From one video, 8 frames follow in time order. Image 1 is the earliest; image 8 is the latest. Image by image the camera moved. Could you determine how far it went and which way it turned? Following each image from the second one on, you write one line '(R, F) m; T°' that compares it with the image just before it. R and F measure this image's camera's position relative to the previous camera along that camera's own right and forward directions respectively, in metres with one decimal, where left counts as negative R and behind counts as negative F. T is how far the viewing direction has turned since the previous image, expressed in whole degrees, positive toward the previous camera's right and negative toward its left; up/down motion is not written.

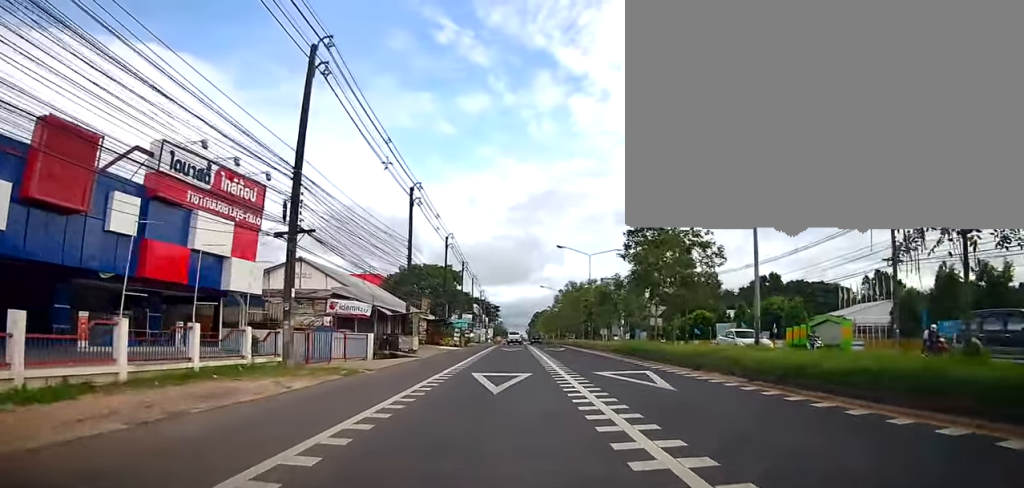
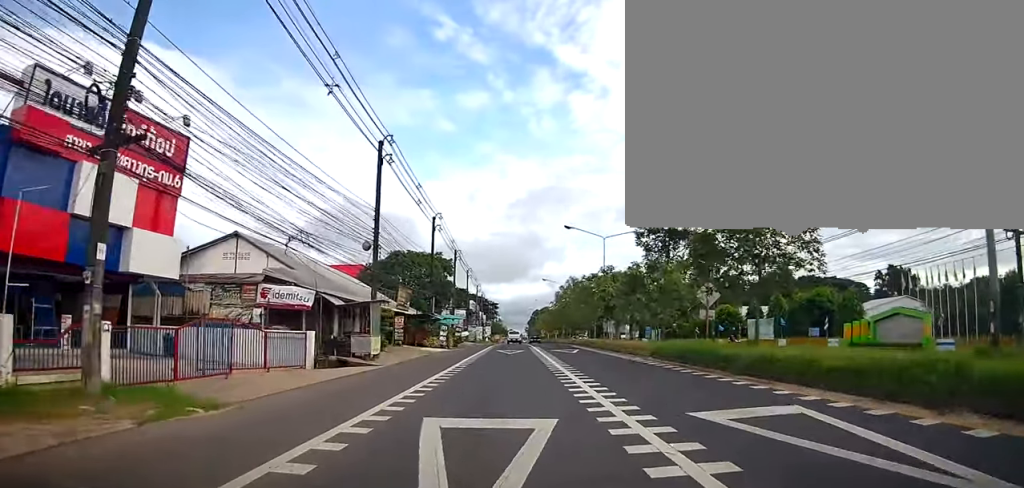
(0.0, +9.5) m; 0°
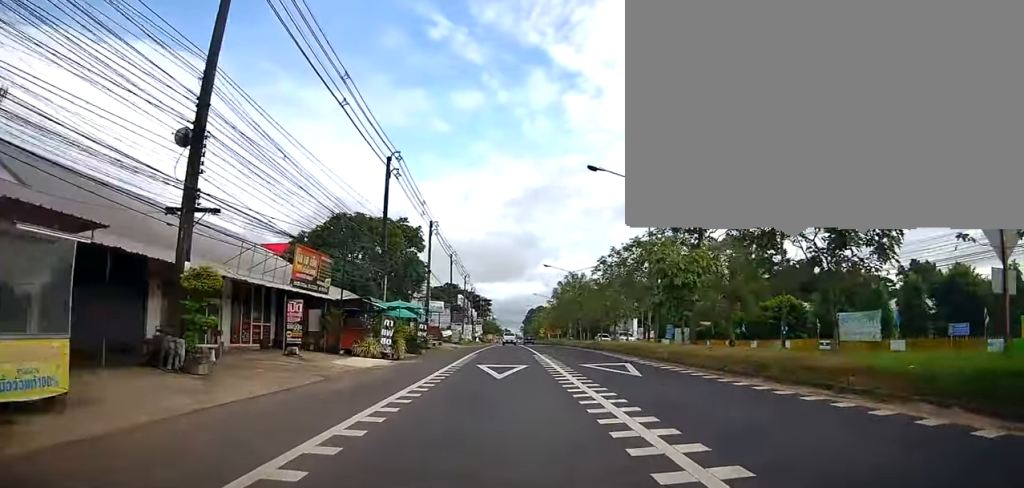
(0.0, +17.3) m; 0°
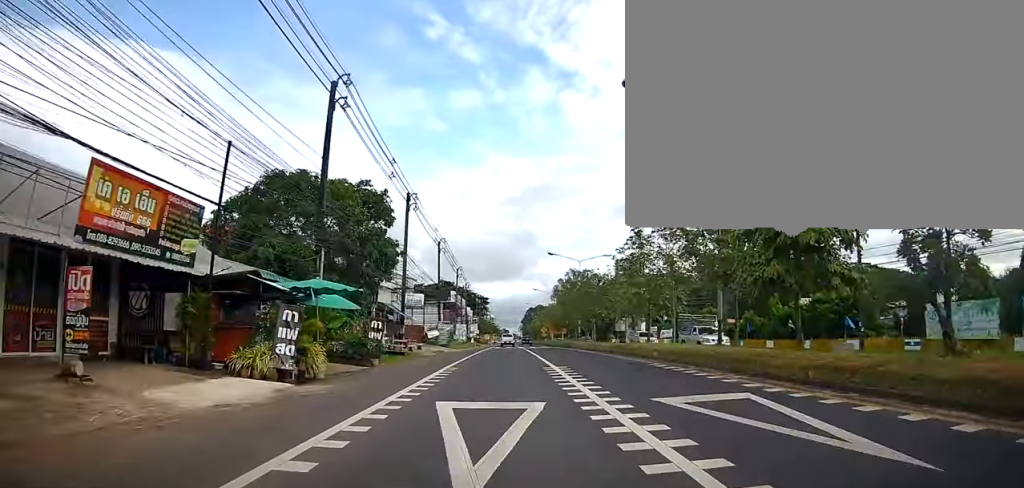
(0.0, +10.7) m; 0°
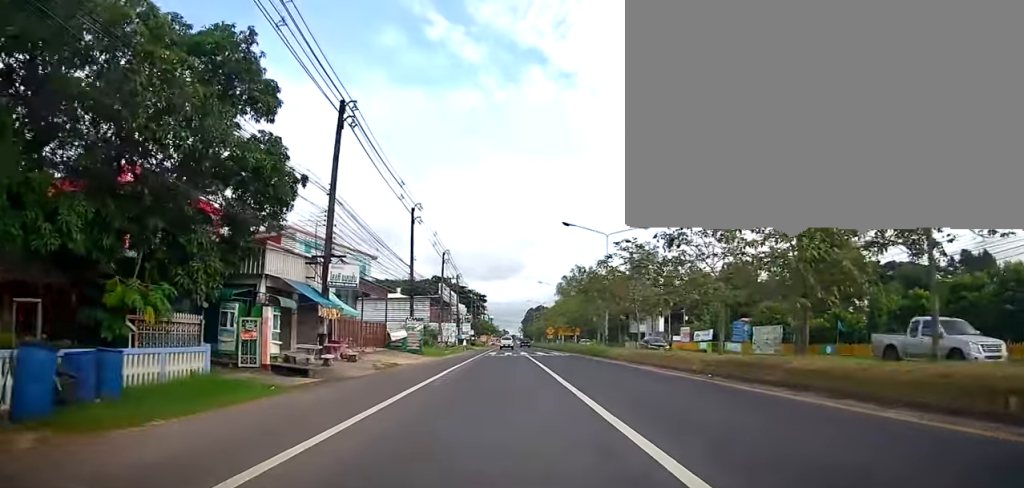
(0.0, +17.1) m; -1°
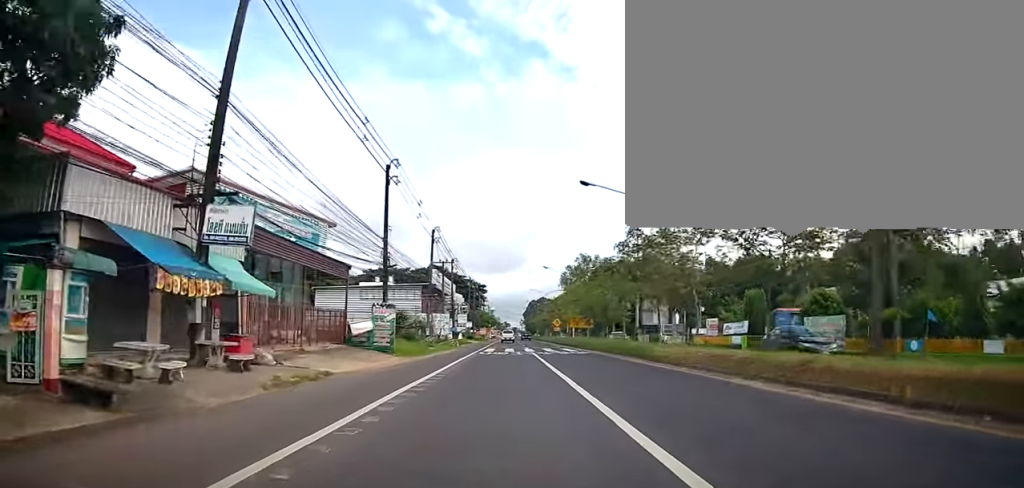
(+0.1, +10.0) m; -2°
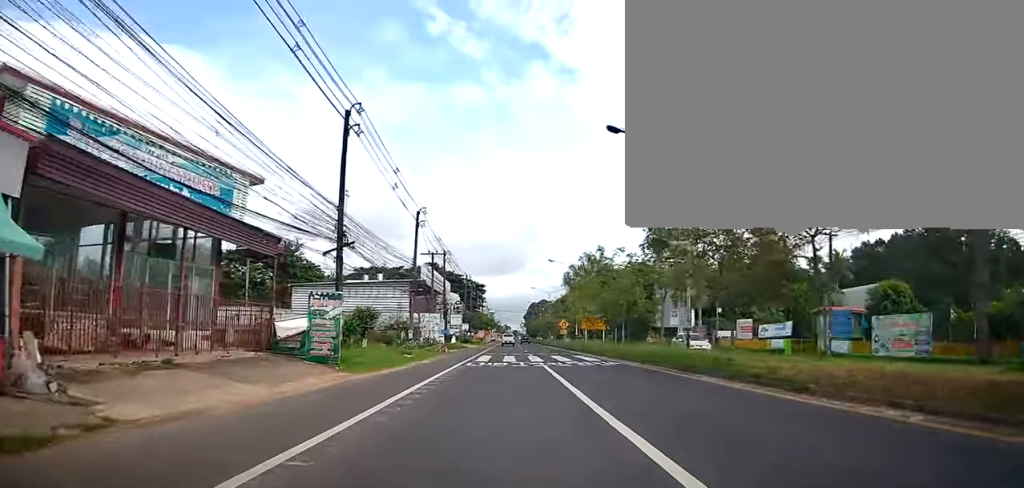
(-0.4, +9.5) m; -1°
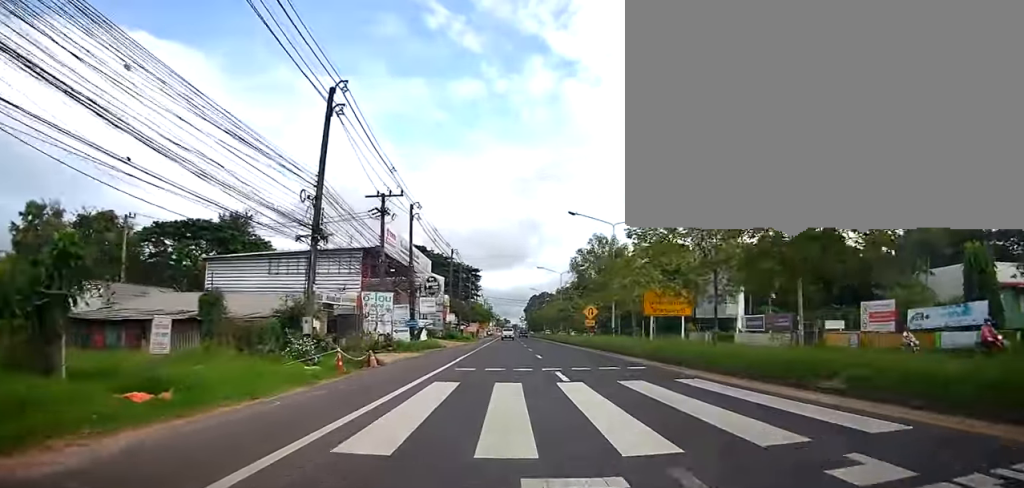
(+0.3, +22.7) m; +3°
